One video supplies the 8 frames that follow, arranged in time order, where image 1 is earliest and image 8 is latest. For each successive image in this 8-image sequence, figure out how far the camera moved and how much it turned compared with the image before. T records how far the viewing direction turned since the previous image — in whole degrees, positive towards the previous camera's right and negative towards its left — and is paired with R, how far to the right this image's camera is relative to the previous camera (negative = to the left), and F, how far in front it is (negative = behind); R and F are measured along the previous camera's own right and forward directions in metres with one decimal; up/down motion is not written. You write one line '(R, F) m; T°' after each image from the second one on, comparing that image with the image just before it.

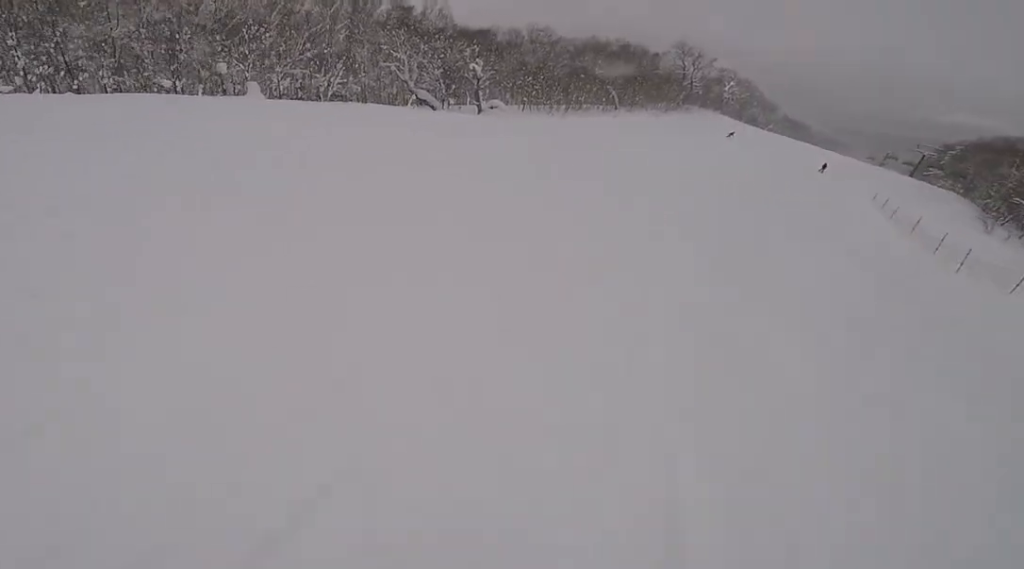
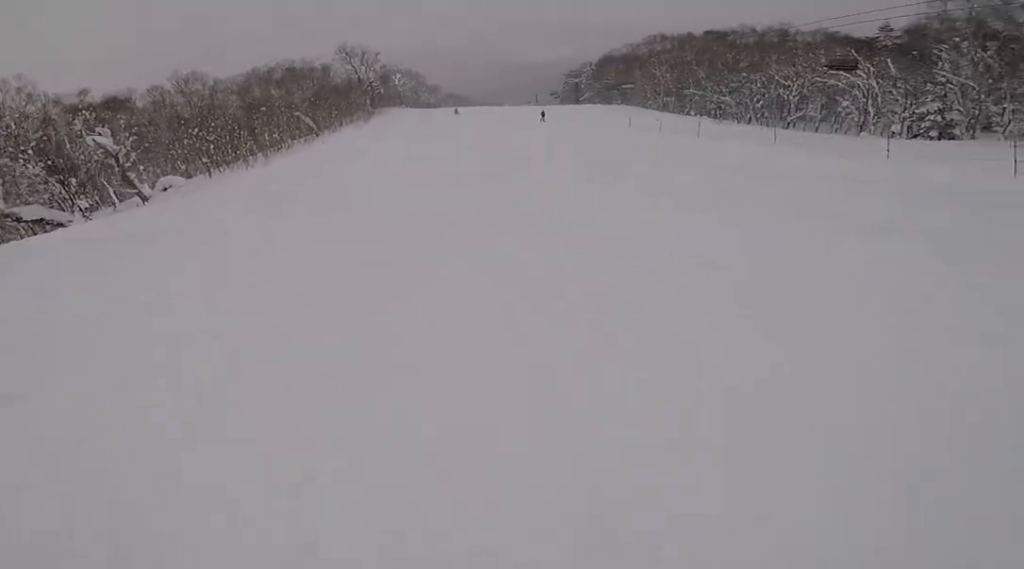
(+4.6, +17.1) m; +29°
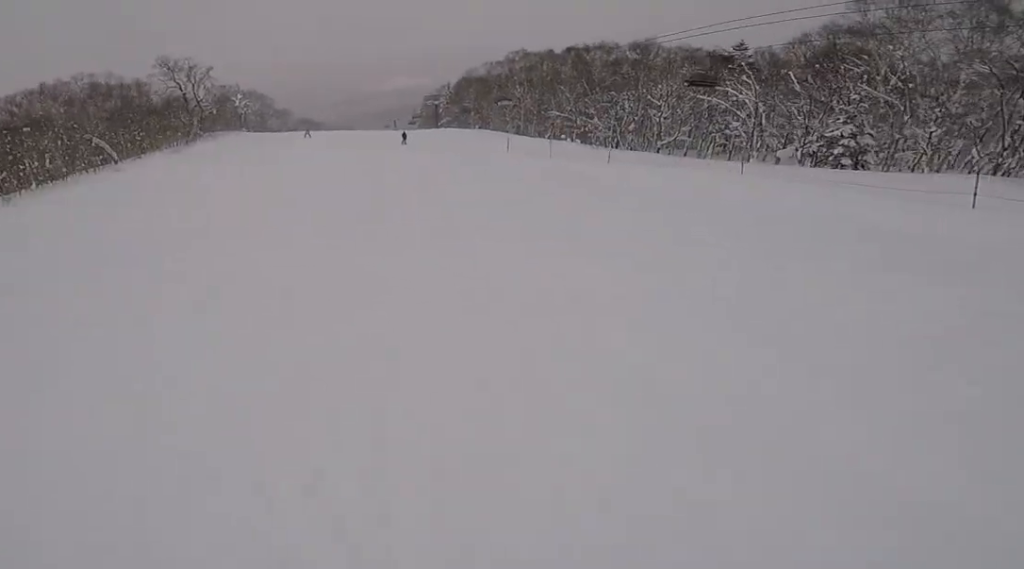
(+1.1, +10.4) m; +4°
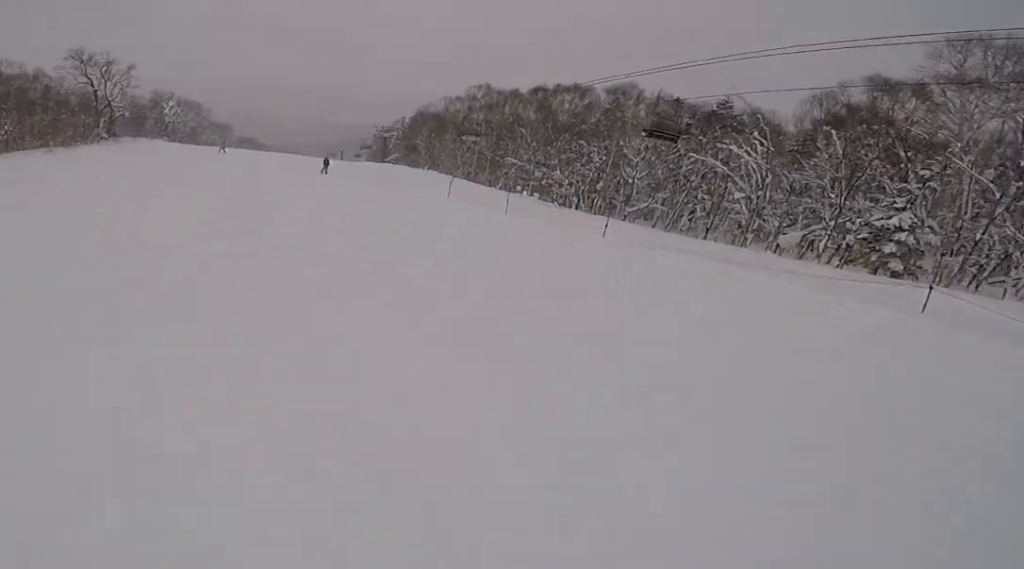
(-0.2, +9.5) m; -1°
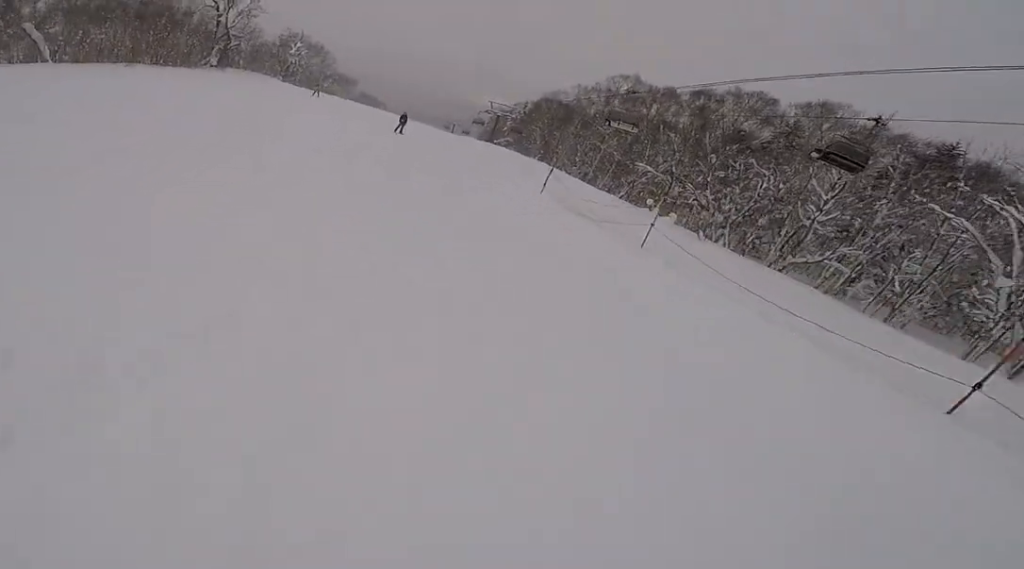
(-0.1, +7.9) m; -9°
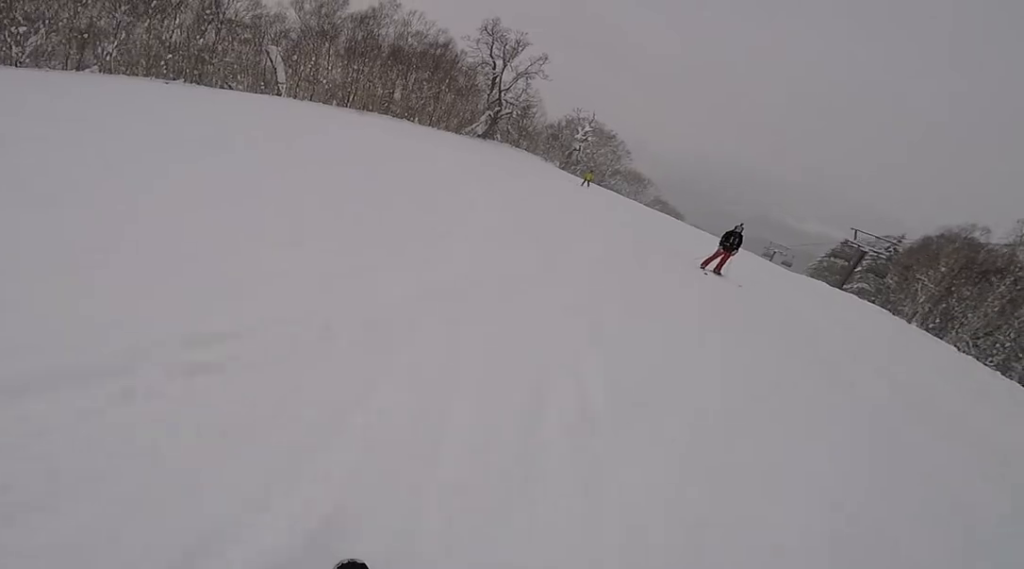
(-3.4, +12.6) m; -16°
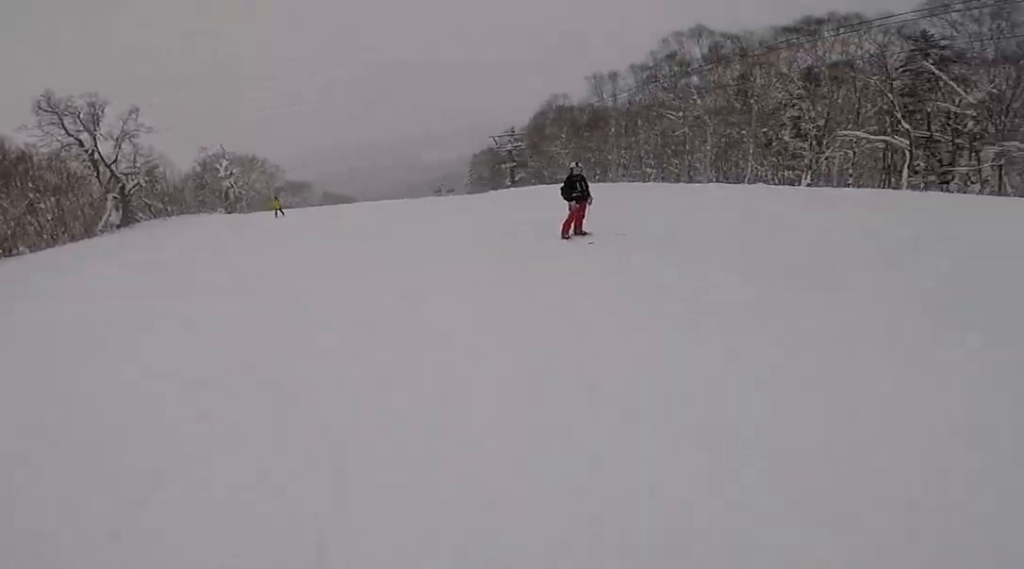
(+1.4, +5.4) m; +18°
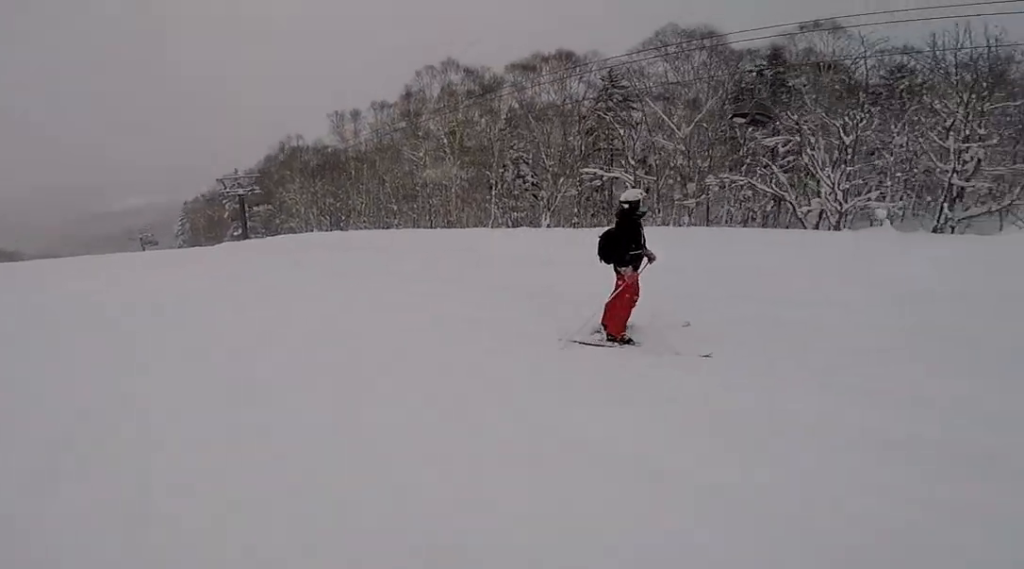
(+1.2, +6.5) m; +41°
